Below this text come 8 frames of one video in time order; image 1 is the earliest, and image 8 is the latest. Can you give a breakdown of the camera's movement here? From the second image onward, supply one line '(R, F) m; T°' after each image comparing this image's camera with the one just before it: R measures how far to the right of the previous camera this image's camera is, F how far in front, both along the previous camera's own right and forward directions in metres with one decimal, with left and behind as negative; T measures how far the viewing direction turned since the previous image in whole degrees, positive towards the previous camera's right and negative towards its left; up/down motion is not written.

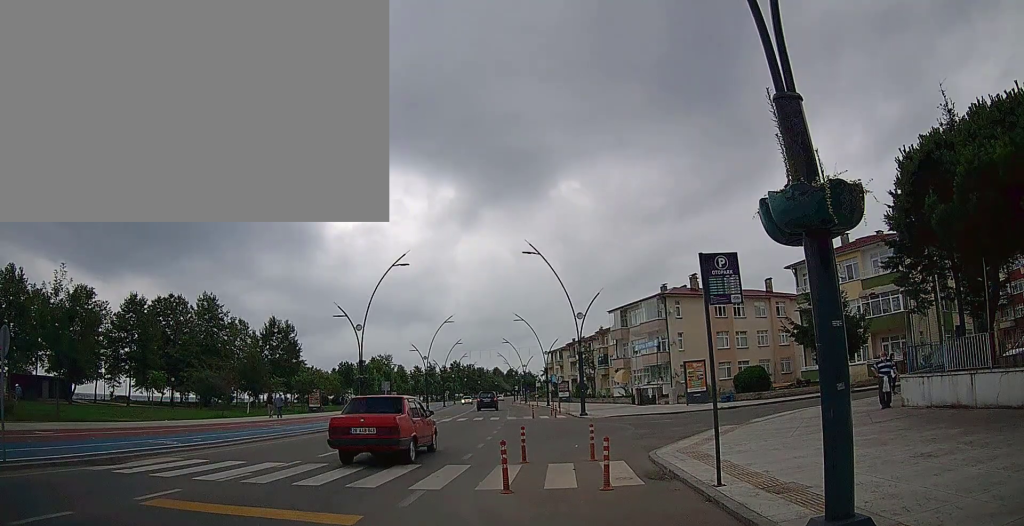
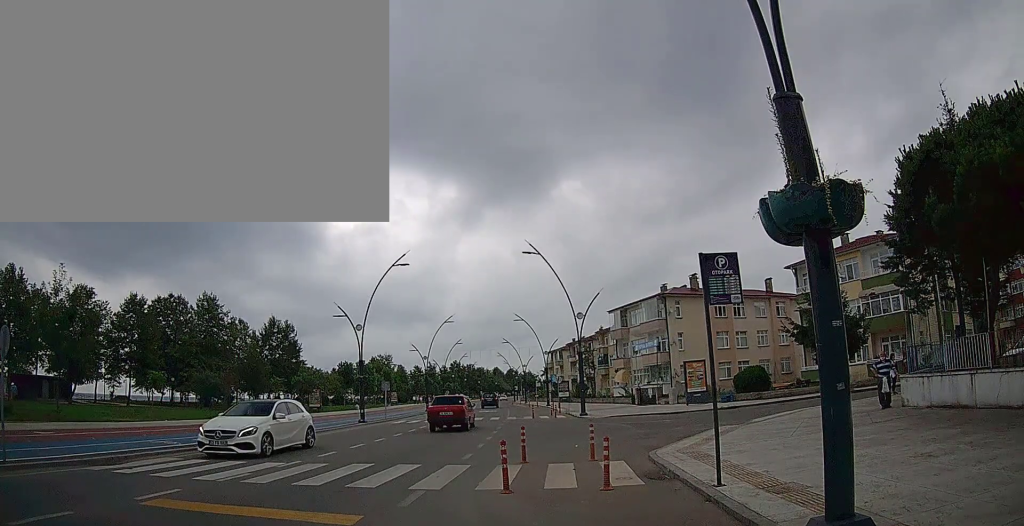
(0.0, 0.0) m; 0°
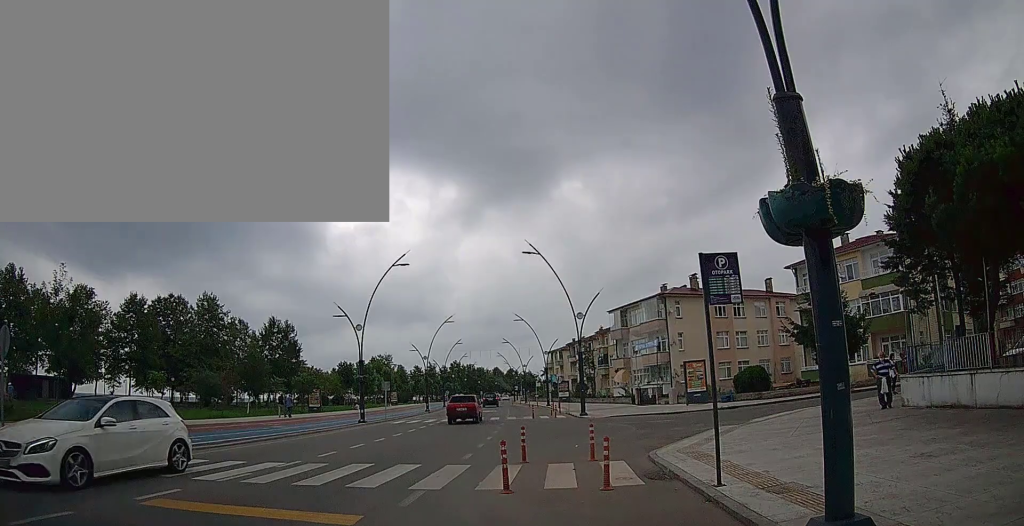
(0.0, 0.0) m; 0°
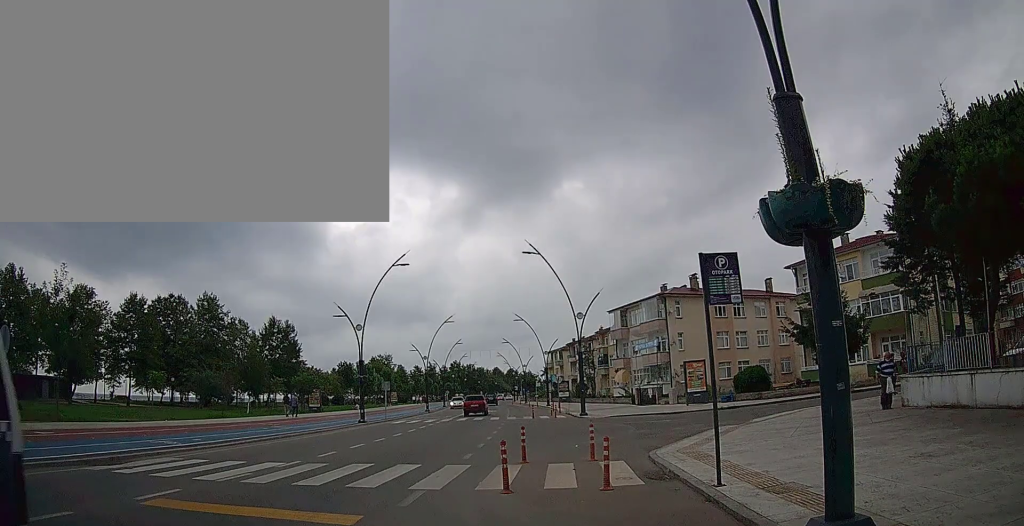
(0.0, 0.0) m; 0°
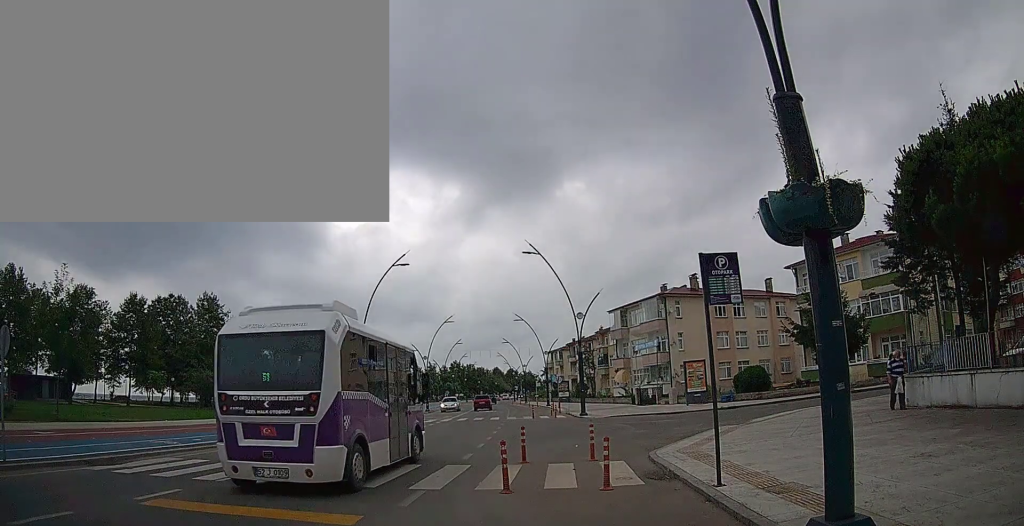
(0.0, 0.0) m; 0°
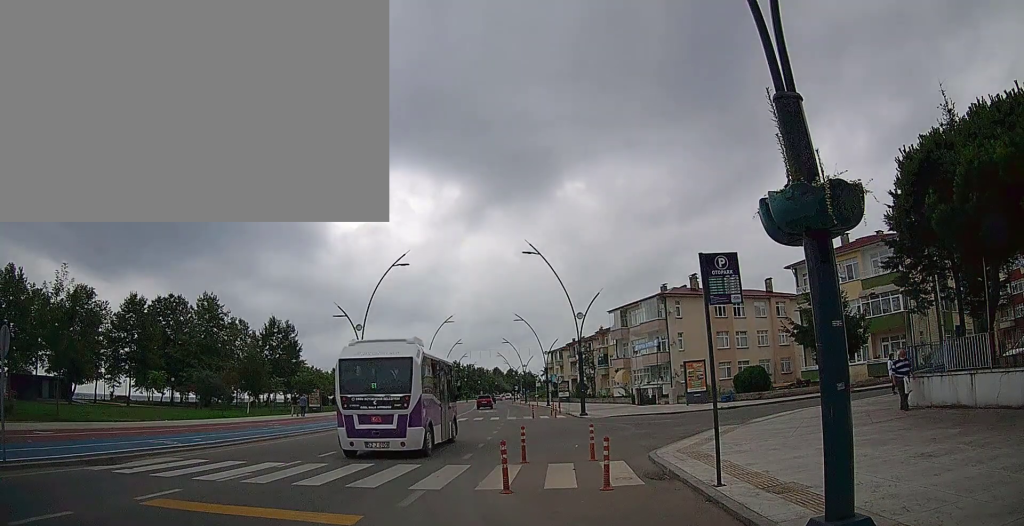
(0.0, 0.0) m; 0°
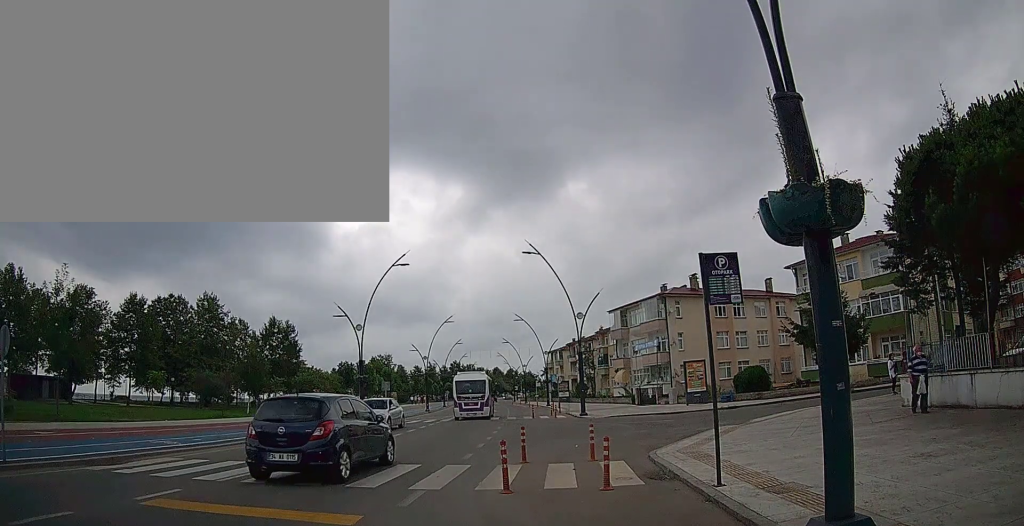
(0.0, 0.0) m; 0°
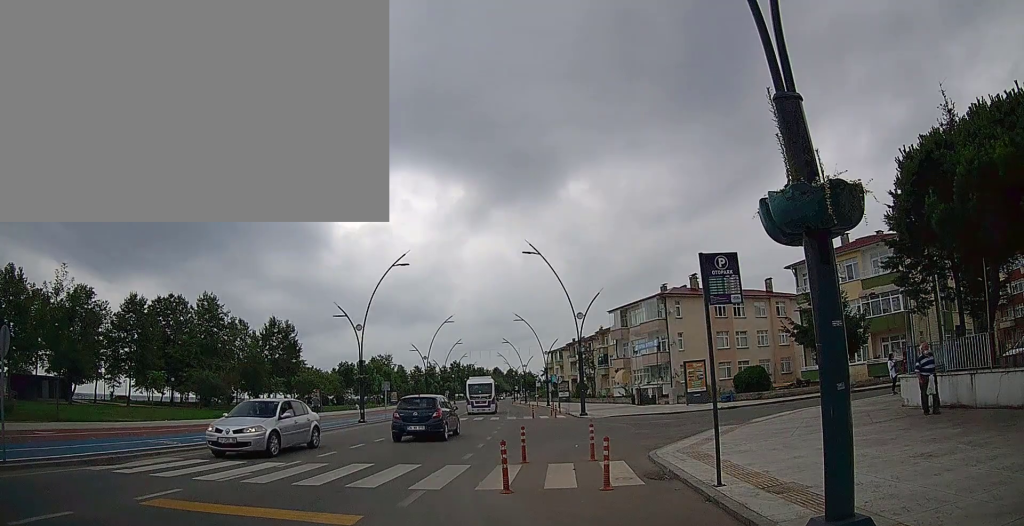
(0.0, 0.0) m; 0°
